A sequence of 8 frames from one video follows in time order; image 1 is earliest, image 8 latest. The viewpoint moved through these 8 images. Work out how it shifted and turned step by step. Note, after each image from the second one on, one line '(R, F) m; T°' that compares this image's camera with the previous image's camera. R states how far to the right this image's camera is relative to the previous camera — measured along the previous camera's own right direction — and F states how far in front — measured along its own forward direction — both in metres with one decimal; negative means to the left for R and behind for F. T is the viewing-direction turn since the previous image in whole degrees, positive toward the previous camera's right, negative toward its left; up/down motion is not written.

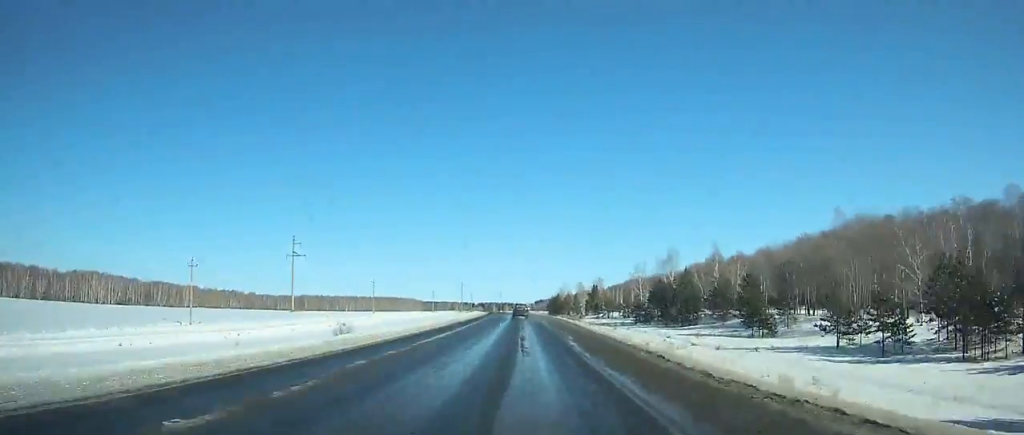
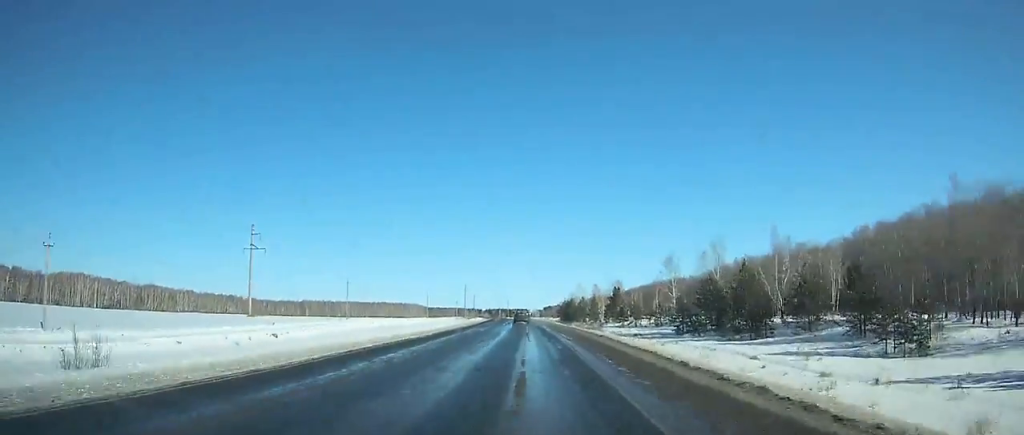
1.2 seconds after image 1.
(-0.2, +27.9) m; -1°
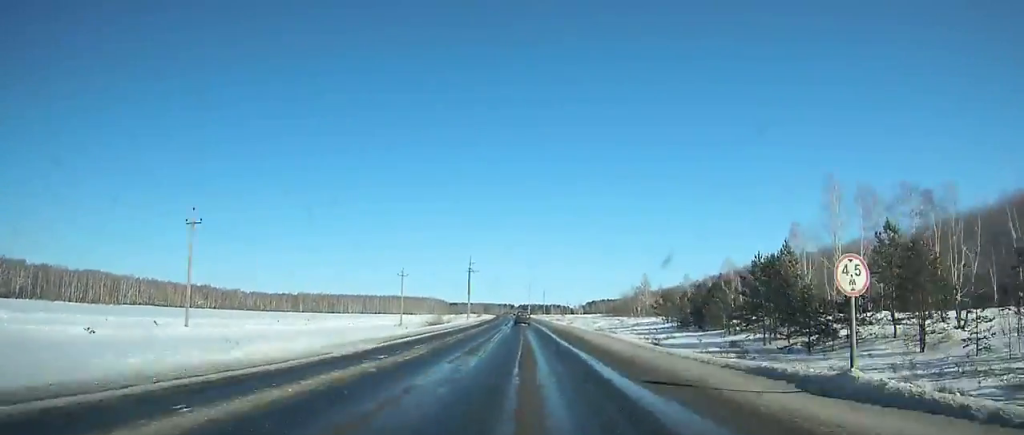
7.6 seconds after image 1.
(-4.8, +148.0) m; -4°
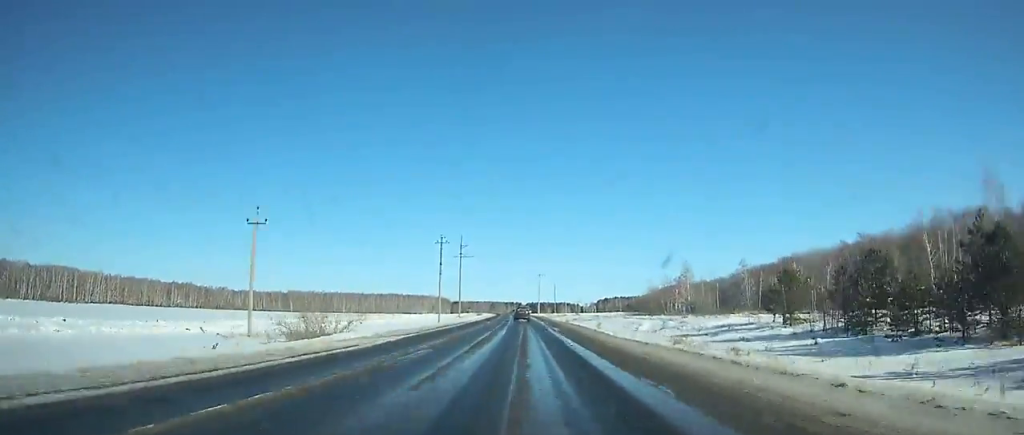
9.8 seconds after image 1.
(-0.7, +50.5) m; -1°
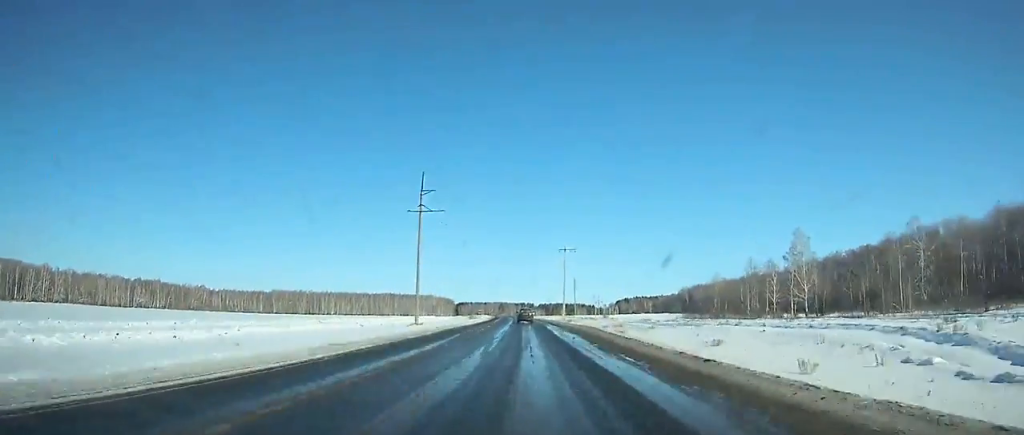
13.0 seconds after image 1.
(-0.7, +73.3) m; -1°
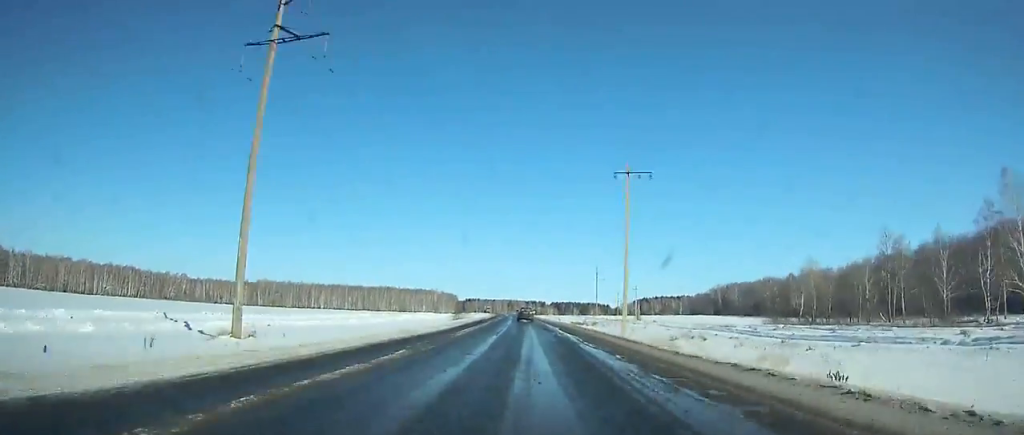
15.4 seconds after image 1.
(-0.5, +54.9) m; -1°
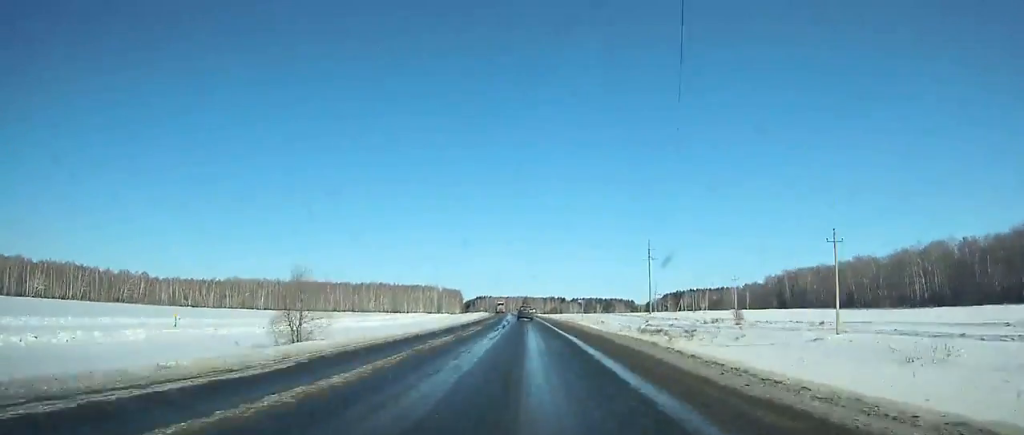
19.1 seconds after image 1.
(-1.1, +85.0) m; -2°
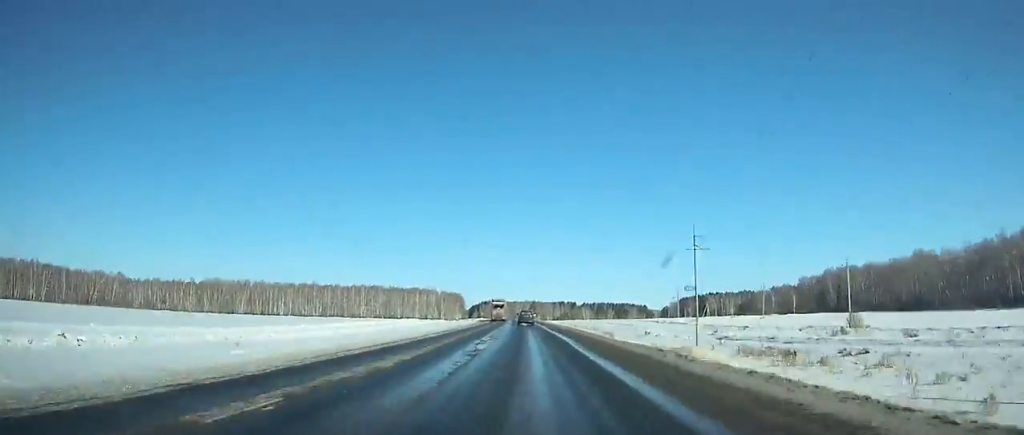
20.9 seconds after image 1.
(-0.3, +41.8) m; -1°
